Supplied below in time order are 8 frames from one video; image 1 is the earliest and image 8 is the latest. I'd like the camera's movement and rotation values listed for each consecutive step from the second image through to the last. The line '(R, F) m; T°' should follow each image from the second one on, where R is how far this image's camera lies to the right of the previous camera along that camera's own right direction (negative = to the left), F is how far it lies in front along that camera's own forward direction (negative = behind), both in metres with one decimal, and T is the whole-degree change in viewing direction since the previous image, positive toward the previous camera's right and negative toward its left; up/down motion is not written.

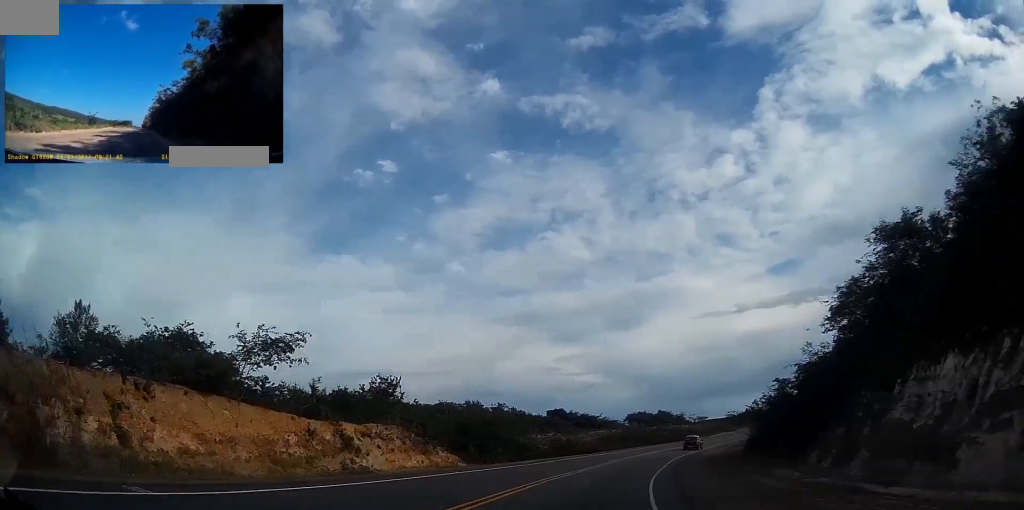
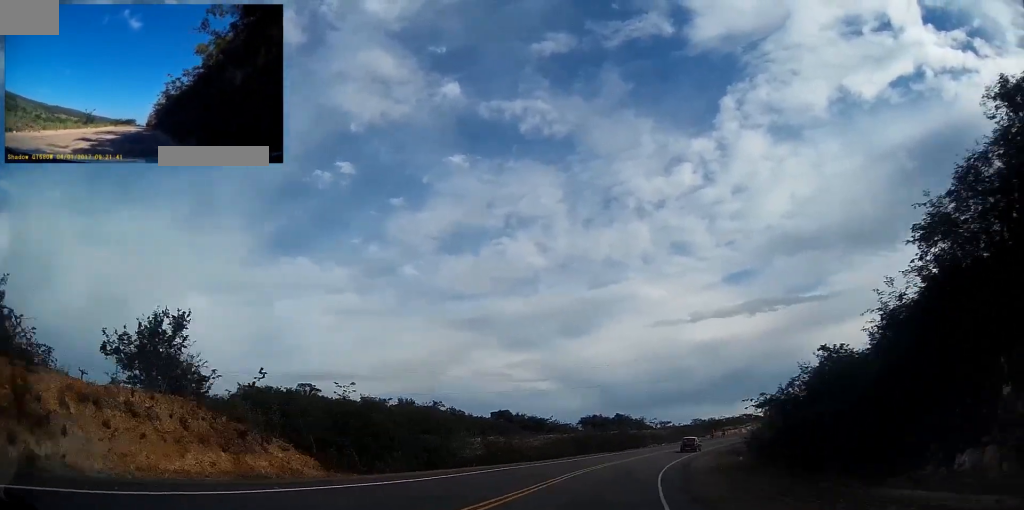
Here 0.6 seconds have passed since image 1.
(-0.2, +16.7) m; +3°
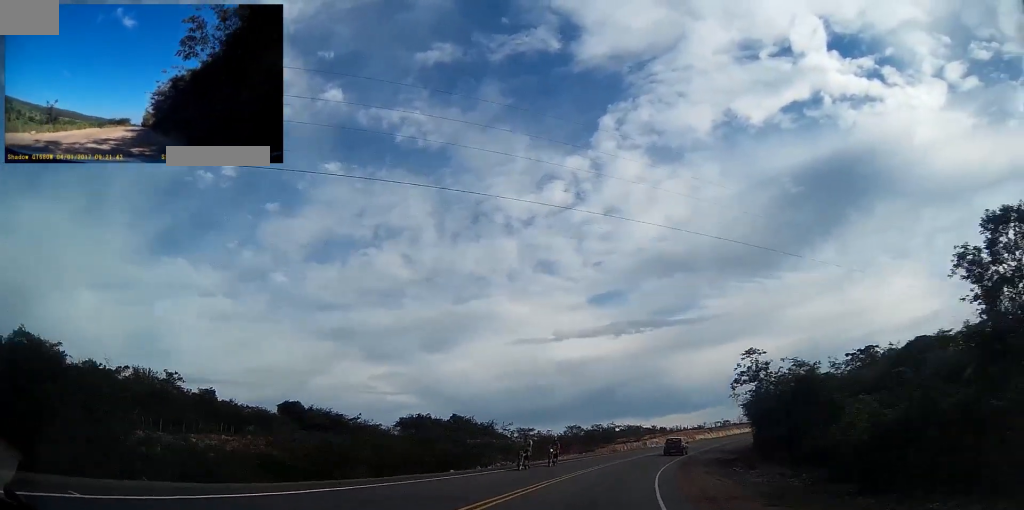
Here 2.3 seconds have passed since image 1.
(+5.3, +45.5) m; +13°
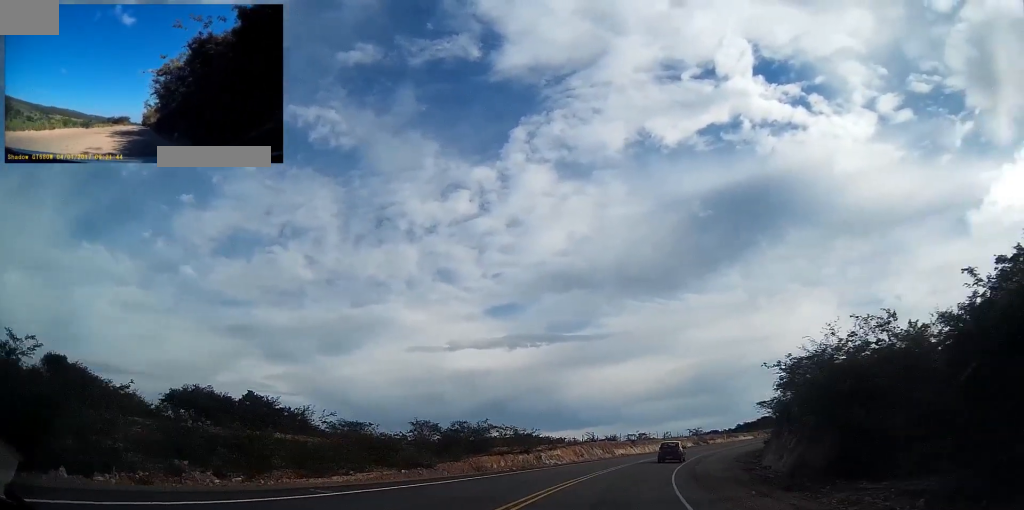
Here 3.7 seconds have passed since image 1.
(+3.0, +34.5) m; +10°
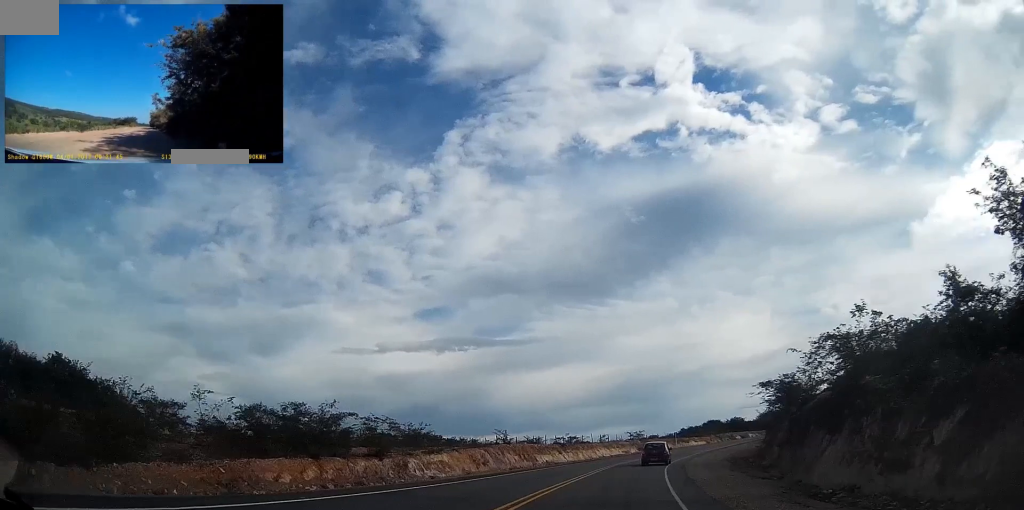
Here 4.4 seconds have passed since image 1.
(+1.1, +18.6) m; +6°
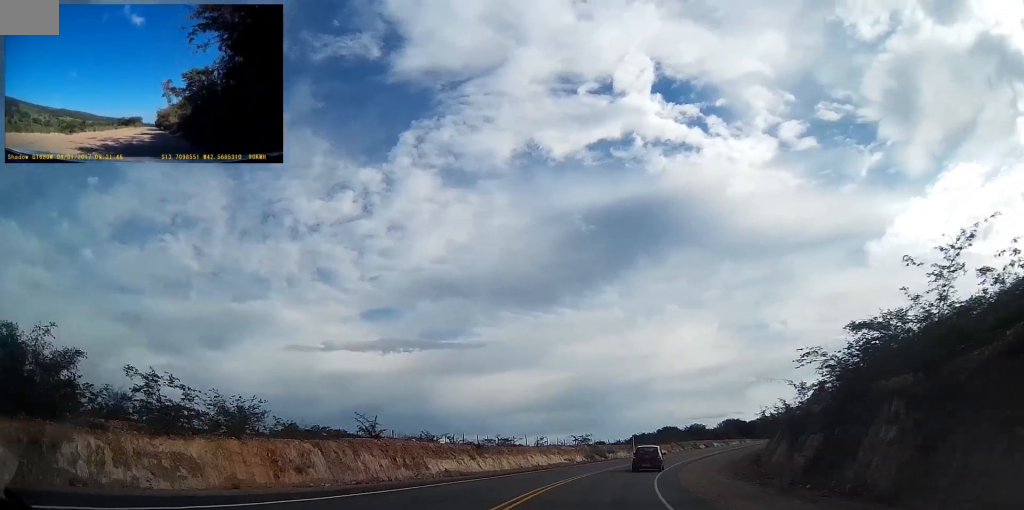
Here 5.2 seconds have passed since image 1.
(+1.1, +18.0) m; +6°
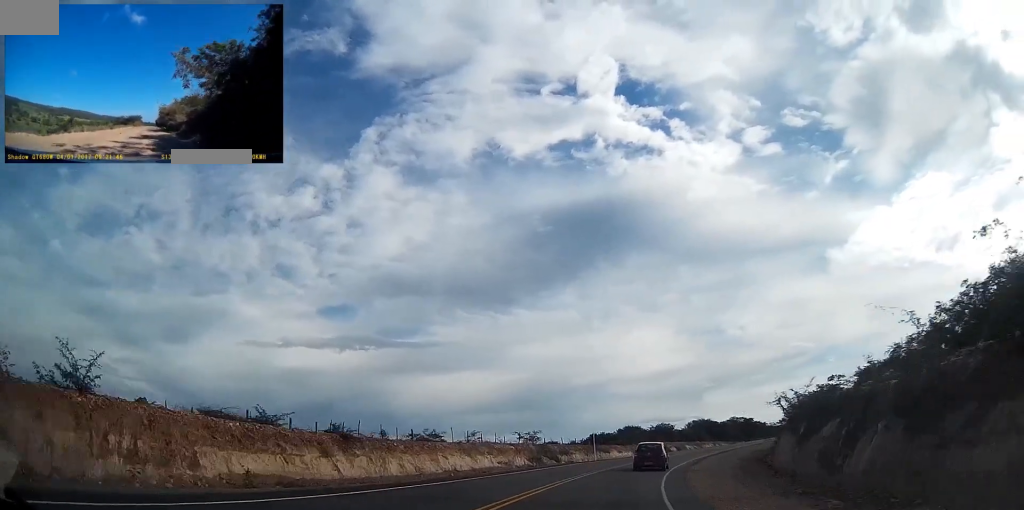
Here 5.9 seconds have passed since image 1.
(+0.8, +16.5) m; +5°
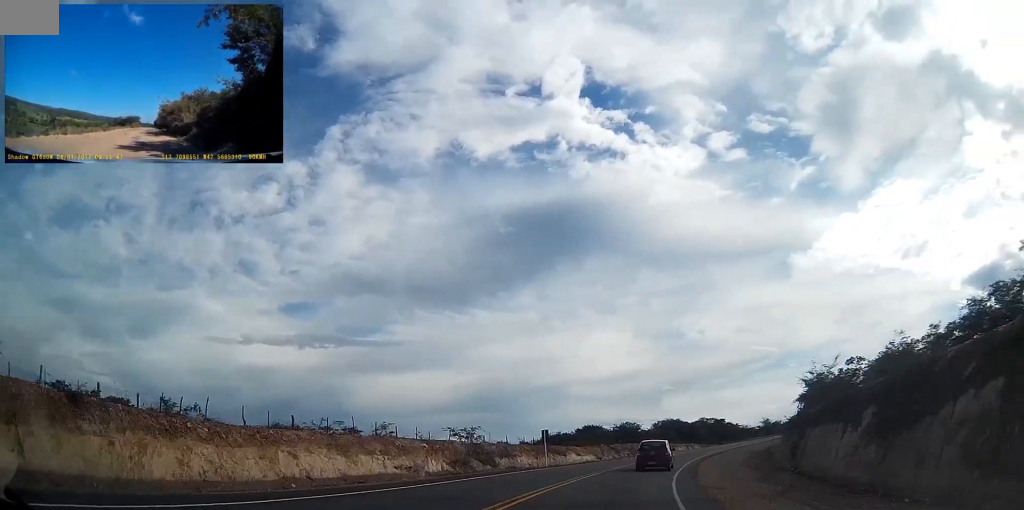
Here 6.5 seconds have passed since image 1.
(+0.4, +12.9) m; +3°
